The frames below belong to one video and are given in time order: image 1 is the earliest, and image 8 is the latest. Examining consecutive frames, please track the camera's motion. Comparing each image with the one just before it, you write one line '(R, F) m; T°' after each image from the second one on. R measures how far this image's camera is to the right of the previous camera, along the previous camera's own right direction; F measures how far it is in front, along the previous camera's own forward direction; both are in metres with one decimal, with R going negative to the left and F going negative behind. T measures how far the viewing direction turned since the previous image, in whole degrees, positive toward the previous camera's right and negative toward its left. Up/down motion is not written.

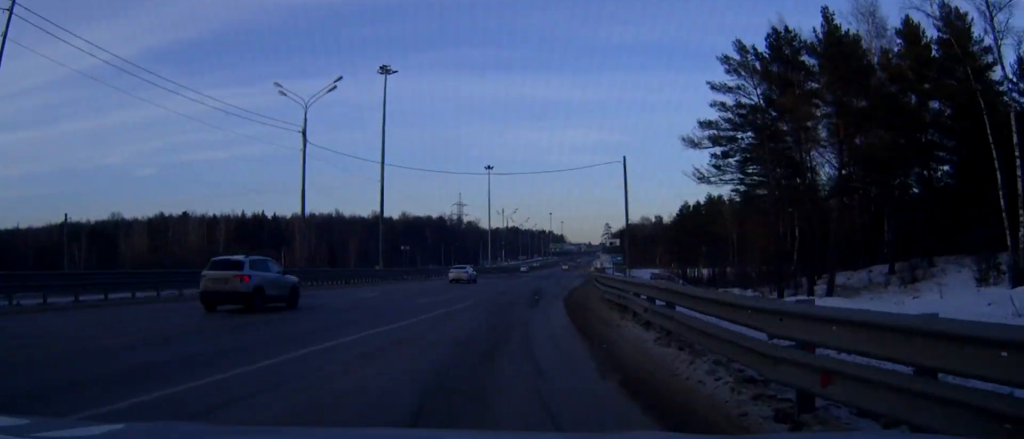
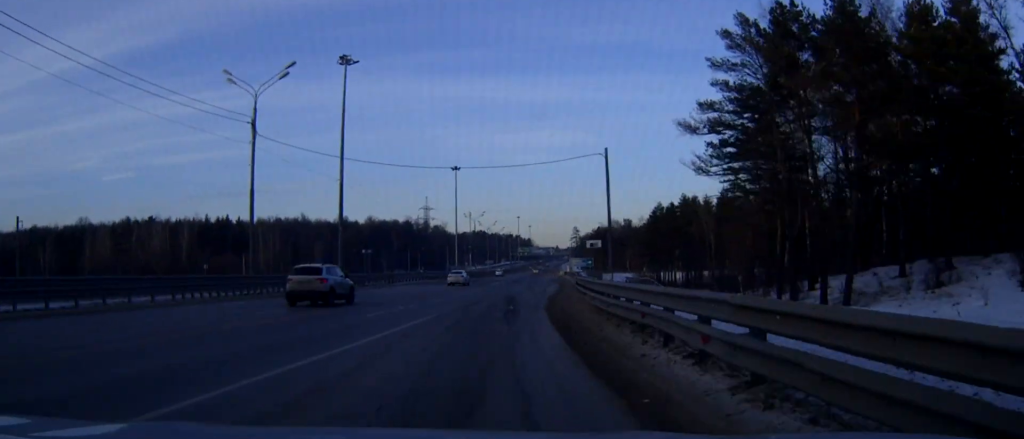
(+0.1, +5.0) m; +2°
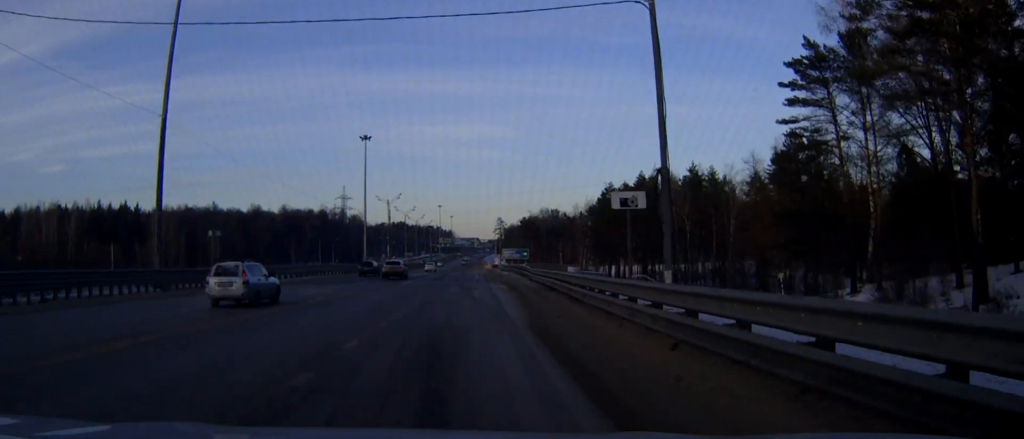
(+1.4, +25.3) m; +5°
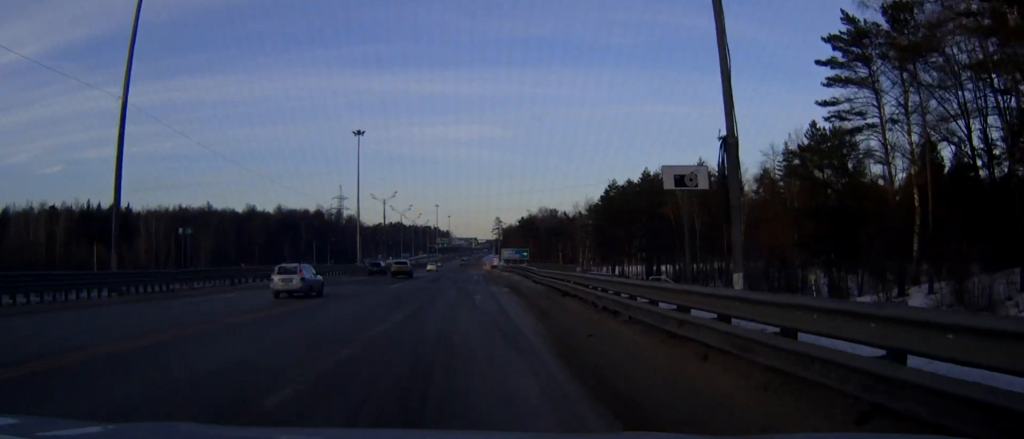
(0.0, +5.0) m; 0°
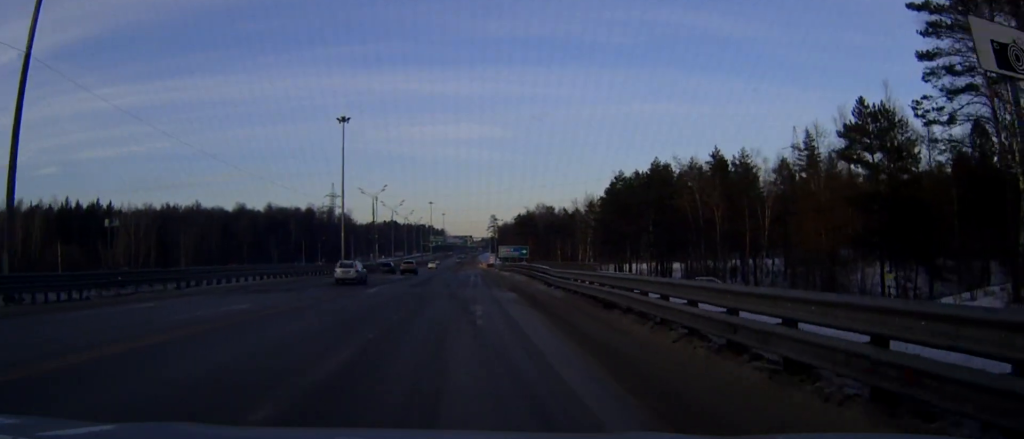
(+0.1, +9.3) m; 0°
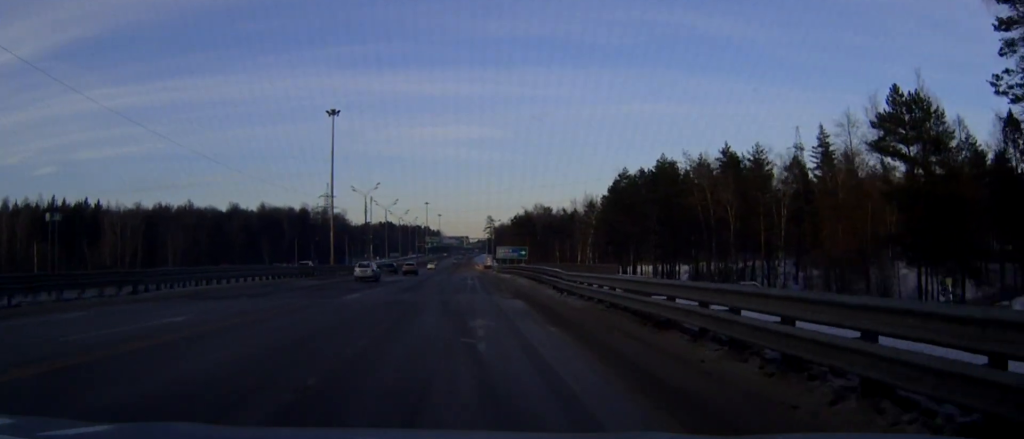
(0.0, +5.5) m; 0°
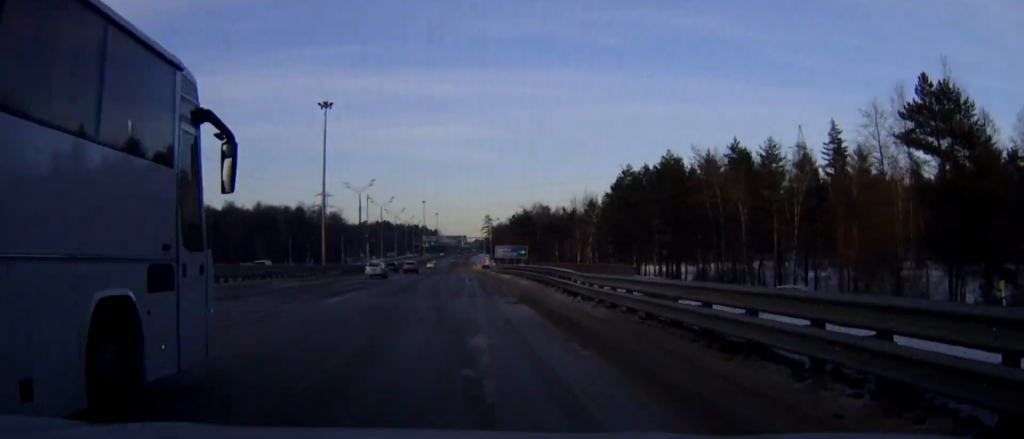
(0.0, +4.0) m; 0°
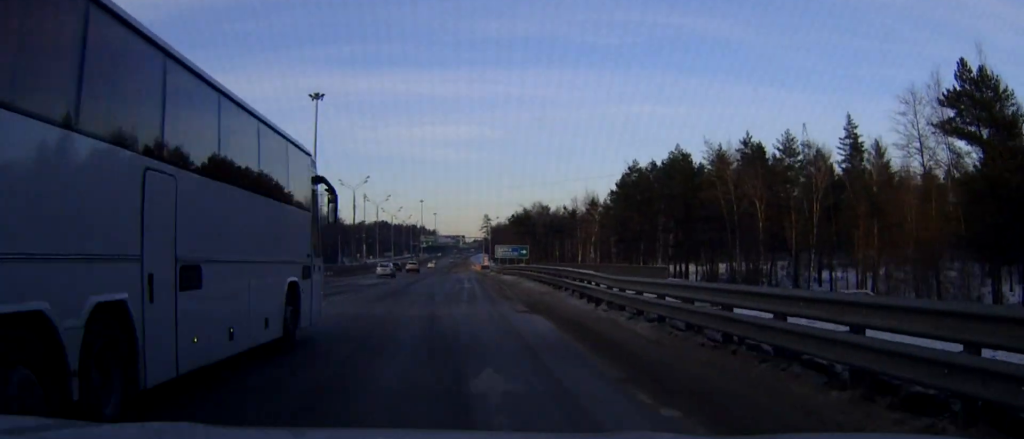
(0.0, +4.8) m; 0°
